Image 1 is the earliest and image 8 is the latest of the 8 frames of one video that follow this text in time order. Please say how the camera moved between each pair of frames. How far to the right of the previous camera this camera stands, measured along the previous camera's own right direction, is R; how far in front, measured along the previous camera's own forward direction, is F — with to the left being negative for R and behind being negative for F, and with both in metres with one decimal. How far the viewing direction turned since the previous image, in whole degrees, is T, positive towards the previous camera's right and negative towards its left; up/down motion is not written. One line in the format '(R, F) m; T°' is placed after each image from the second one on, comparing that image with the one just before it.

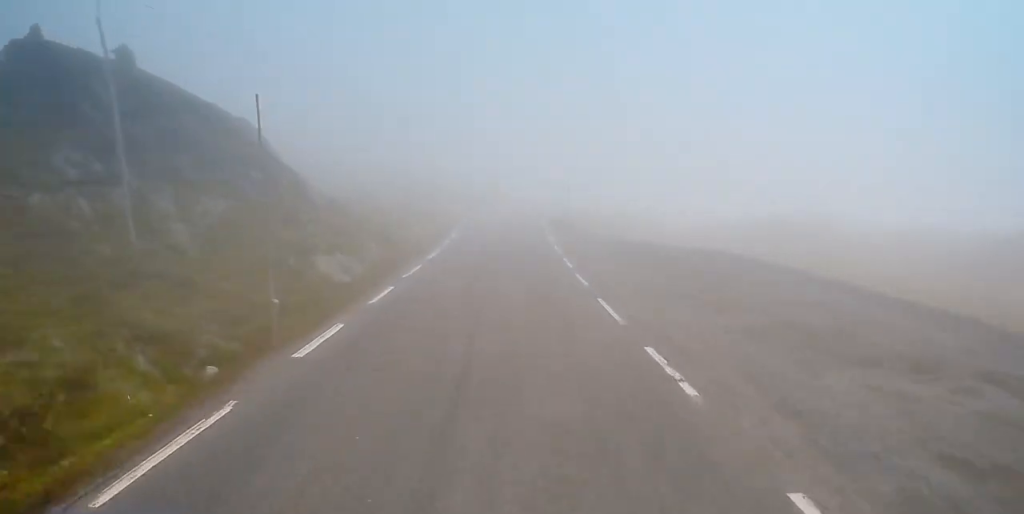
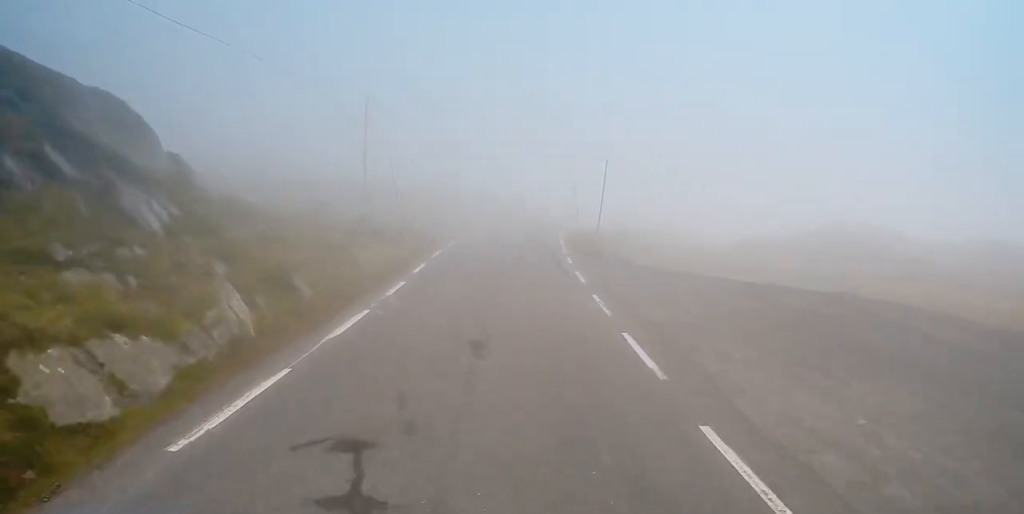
(0.0, +16.0) m; 0°
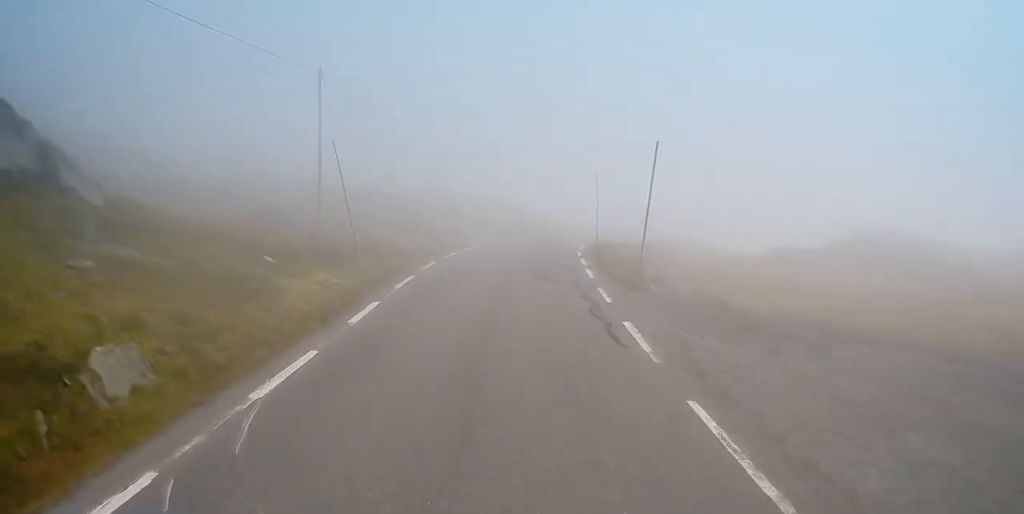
(-0.1, +10.5) m; -1°
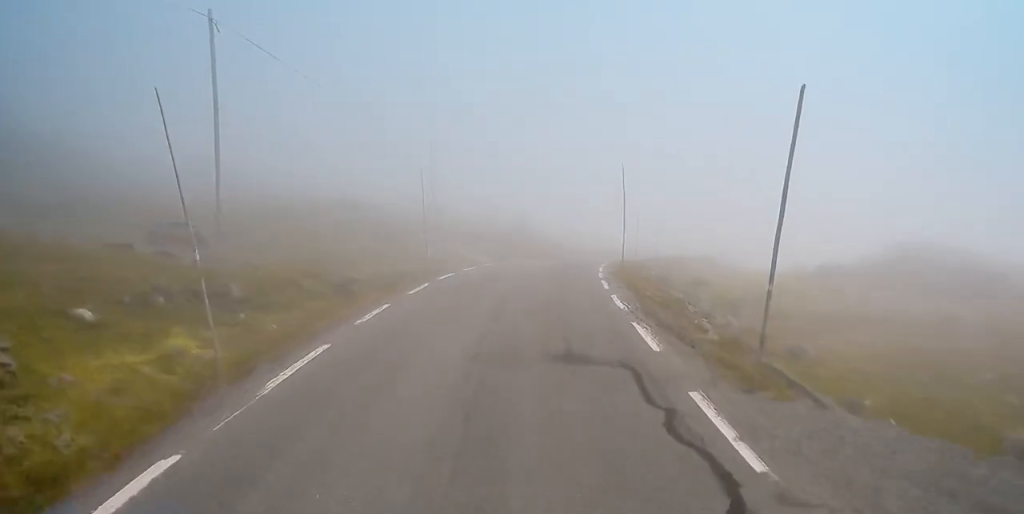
(0.0, +11.0) m; -1°
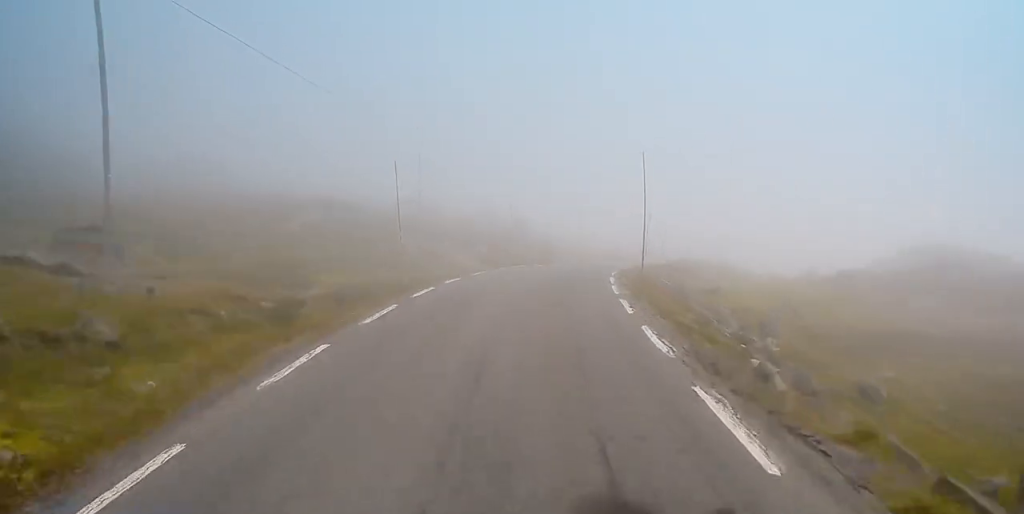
(0.0, +5.9) m; +2°
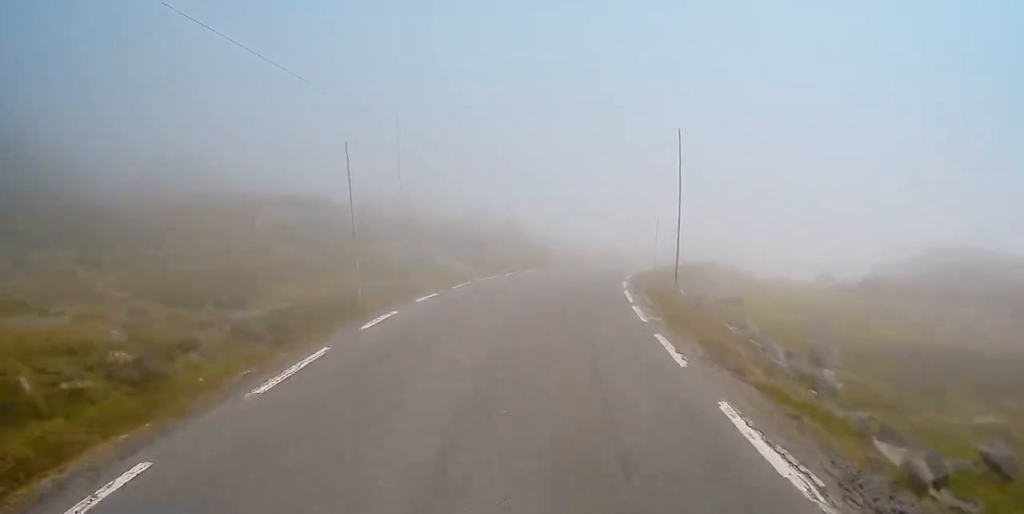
(0.0, +6.5) m; +2°
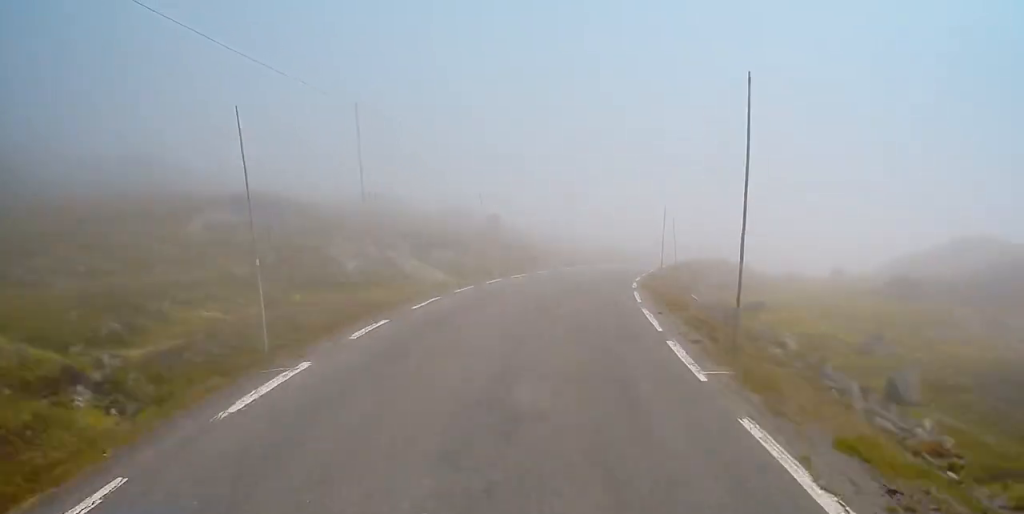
(+0.4, +6.7) m; +2°
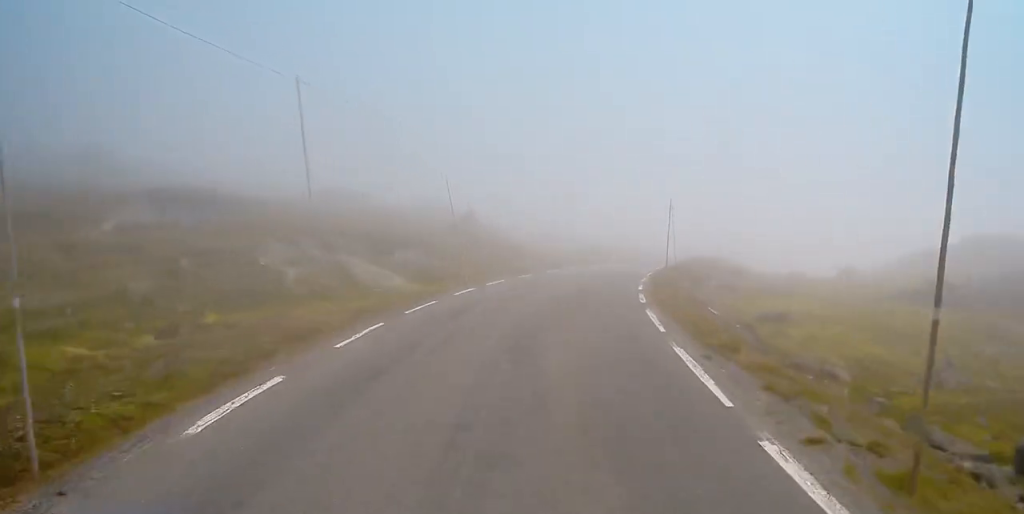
(0.0, +6.7) m; 0°
